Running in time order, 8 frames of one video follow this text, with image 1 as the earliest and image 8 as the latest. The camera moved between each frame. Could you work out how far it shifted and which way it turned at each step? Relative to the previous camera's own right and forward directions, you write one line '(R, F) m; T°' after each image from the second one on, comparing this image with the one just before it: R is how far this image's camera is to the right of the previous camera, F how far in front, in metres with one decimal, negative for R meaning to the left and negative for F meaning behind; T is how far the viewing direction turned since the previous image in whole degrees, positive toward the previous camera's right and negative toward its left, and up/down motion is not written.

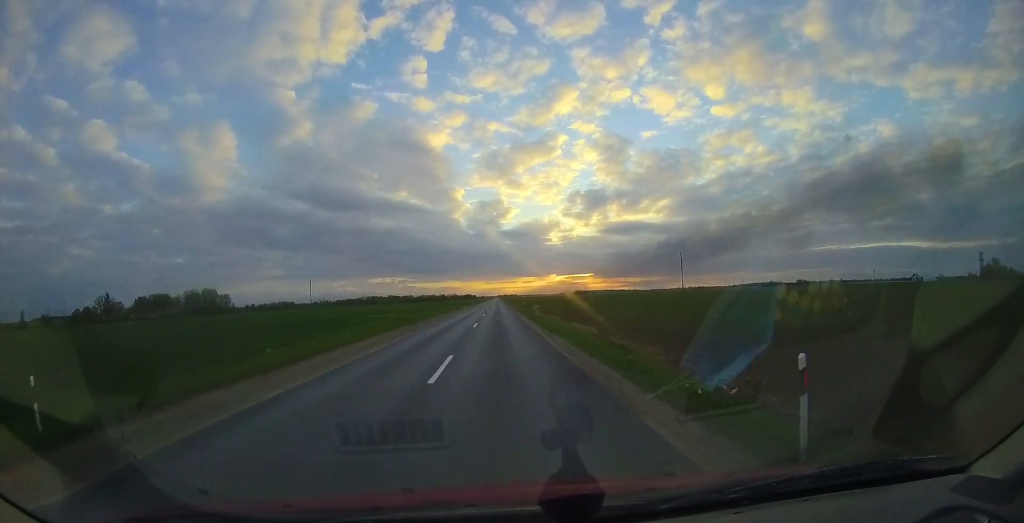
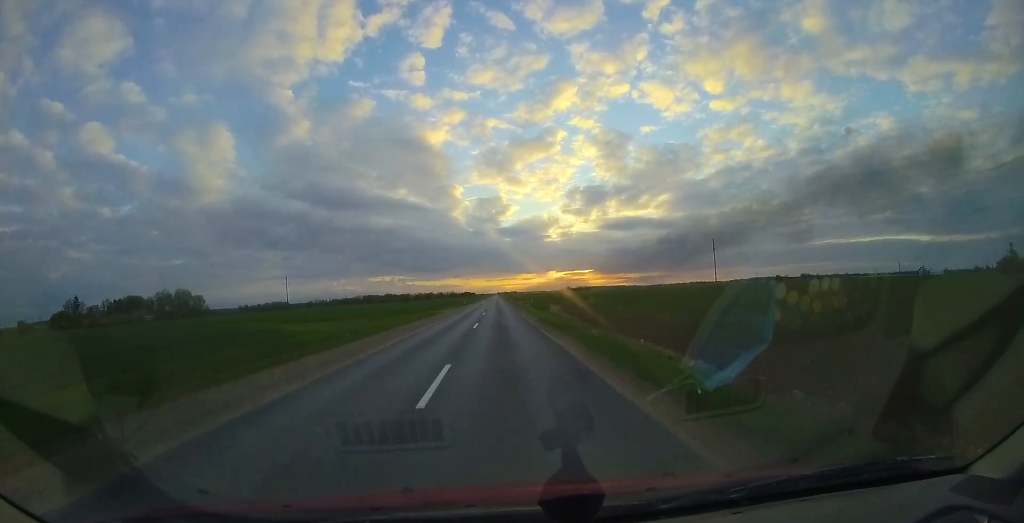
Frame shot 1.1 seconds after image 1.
(-0.1, +25.7) m; +1°
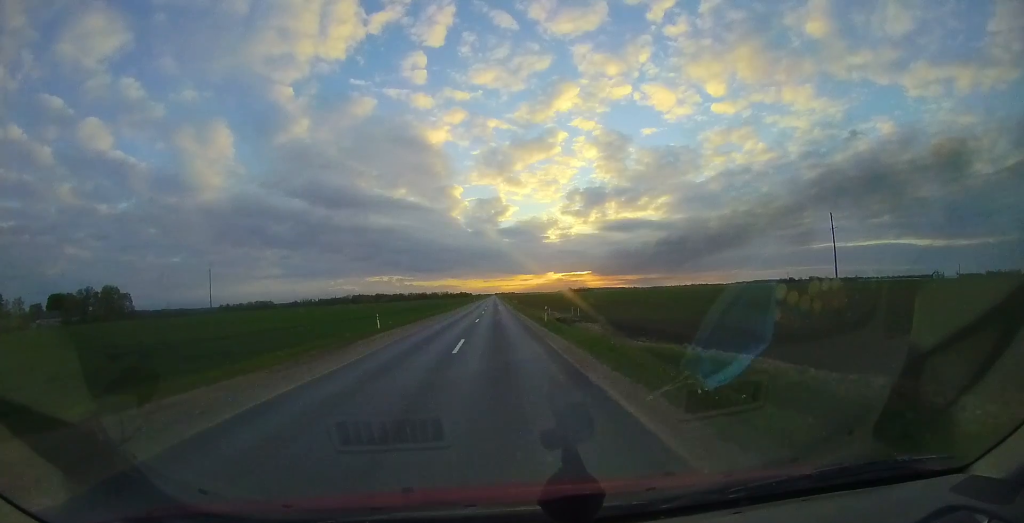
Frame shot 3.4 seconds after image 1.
(+0.4, +54.4) m; 0°
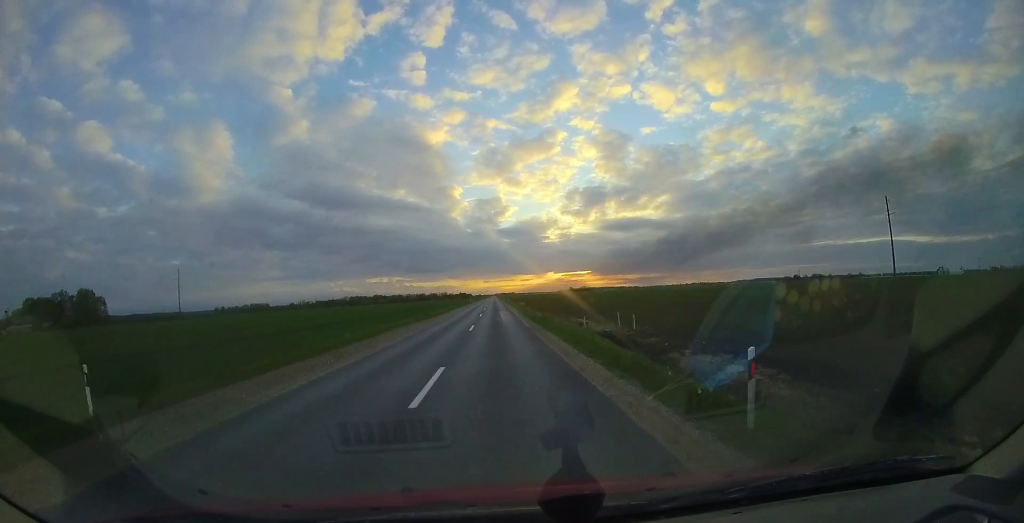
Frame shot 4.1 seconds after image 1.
(0.0, +16.8) m; 0°
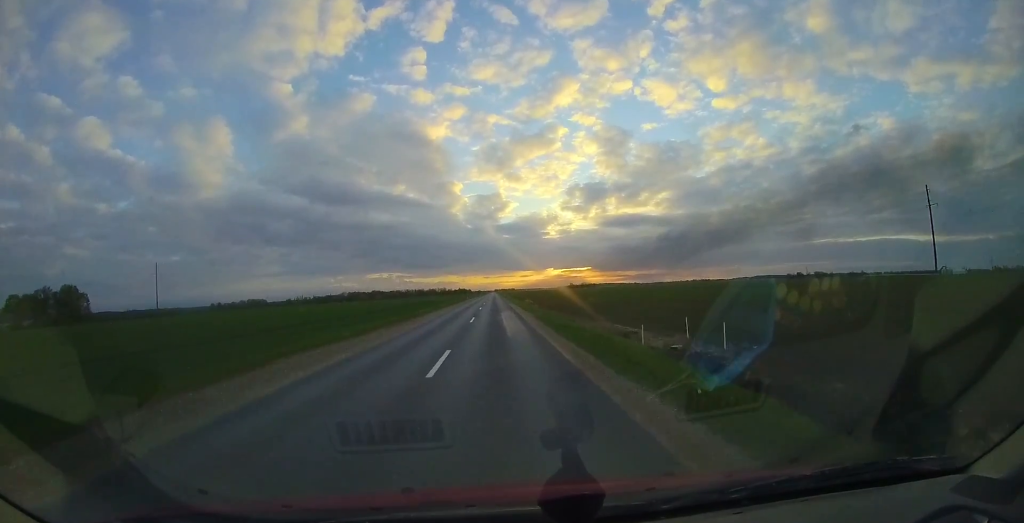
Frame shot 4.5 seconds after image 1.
(0.0, +10.4) m; 0°
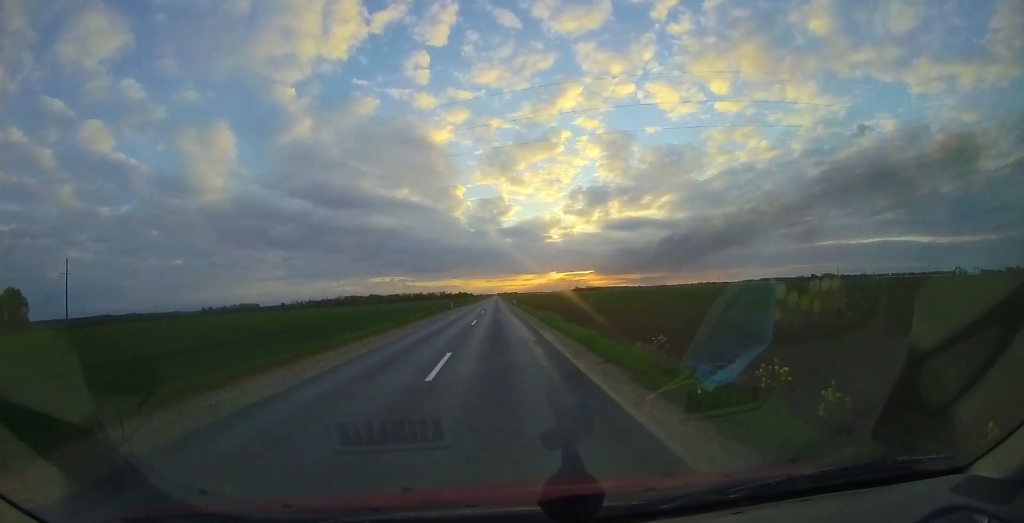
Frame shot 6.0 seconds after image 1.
(0.0, +36.6) m; 0°
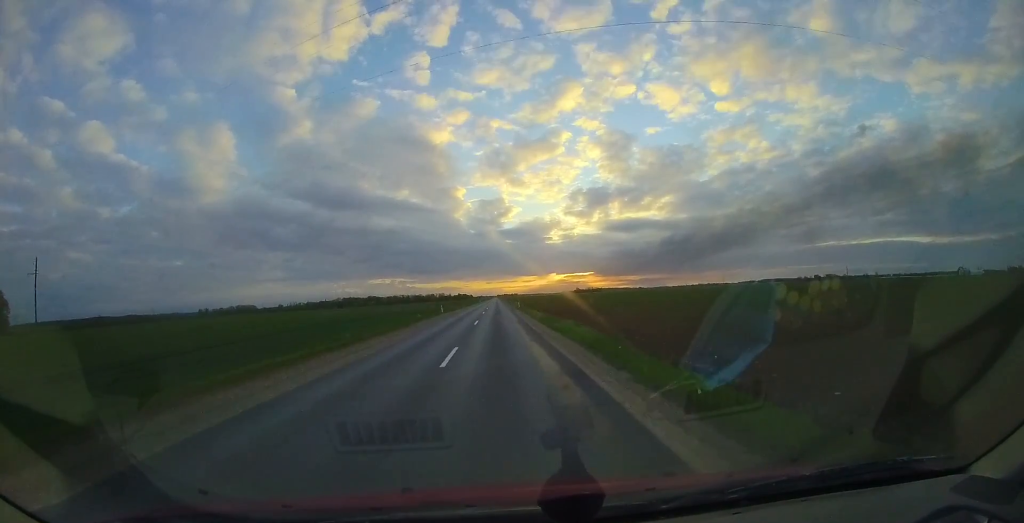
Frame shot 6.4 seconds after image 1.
(-0.1, +10.1) m; 0°
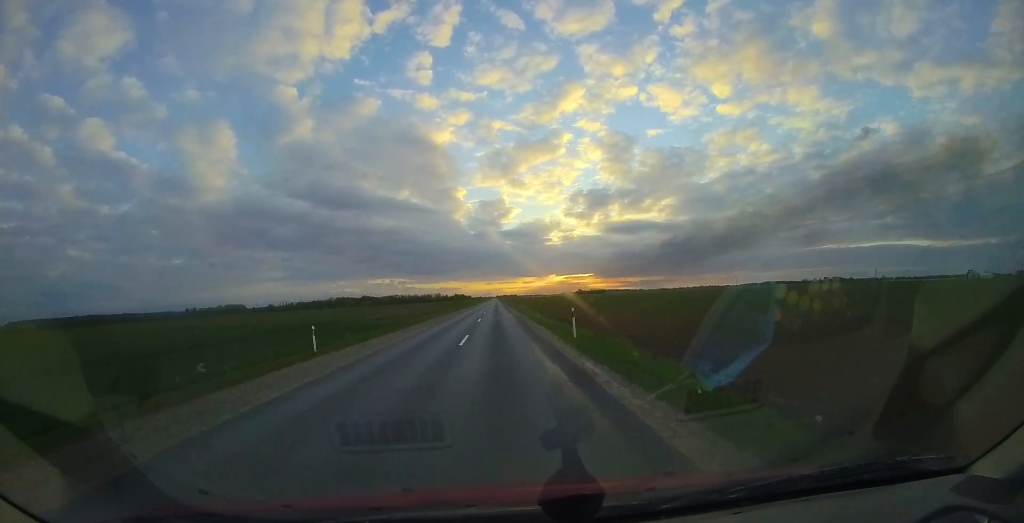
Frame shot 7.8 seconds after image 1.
(+0.1, +32.9) m; 0°
